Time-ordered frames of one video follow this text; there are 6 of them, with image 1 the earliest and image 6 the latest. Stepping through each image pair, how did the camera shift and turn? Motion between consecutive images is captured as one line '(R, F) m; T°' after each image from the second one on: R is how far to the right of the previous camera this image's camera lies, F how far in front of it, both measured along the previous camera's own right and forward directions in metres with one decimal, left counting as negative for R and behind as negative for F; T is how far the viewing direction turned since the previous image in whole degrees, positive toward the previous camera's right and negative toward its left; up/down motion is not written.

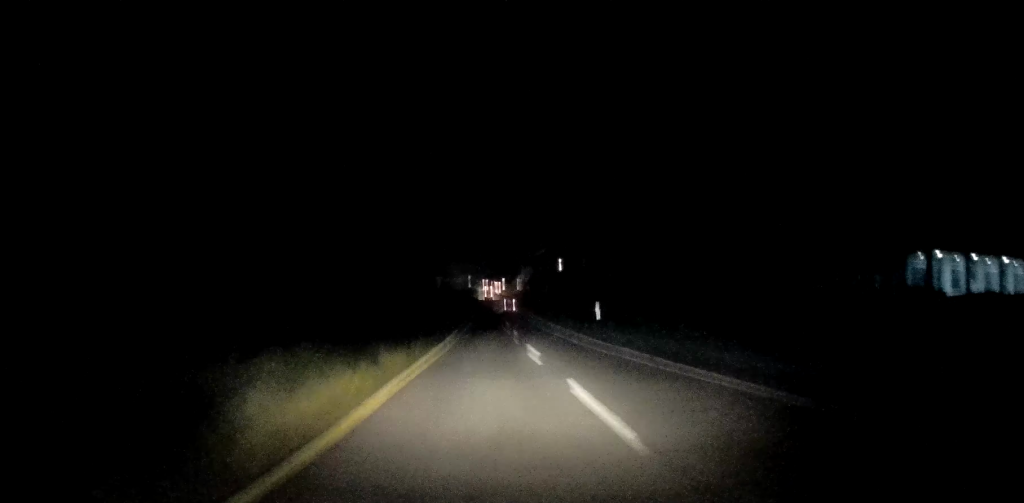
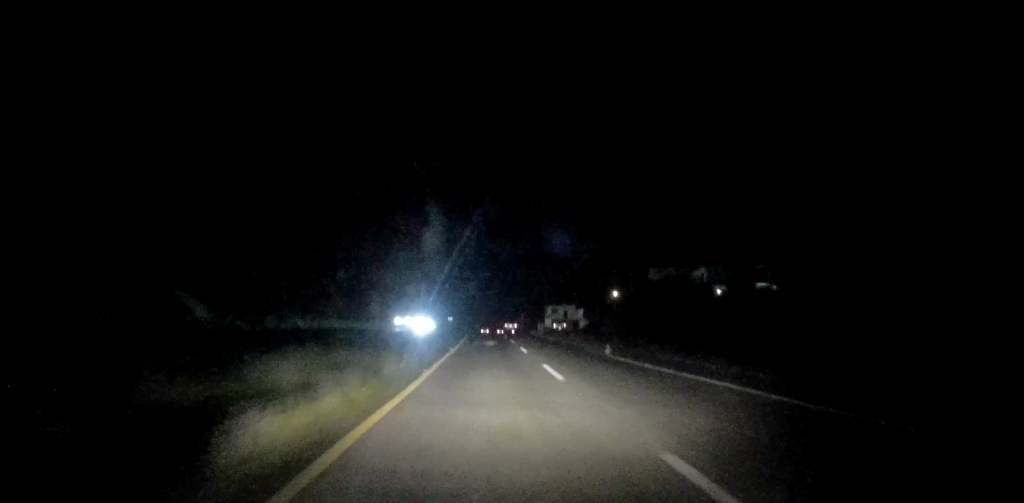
(+1.2, +110.0) m; +1°
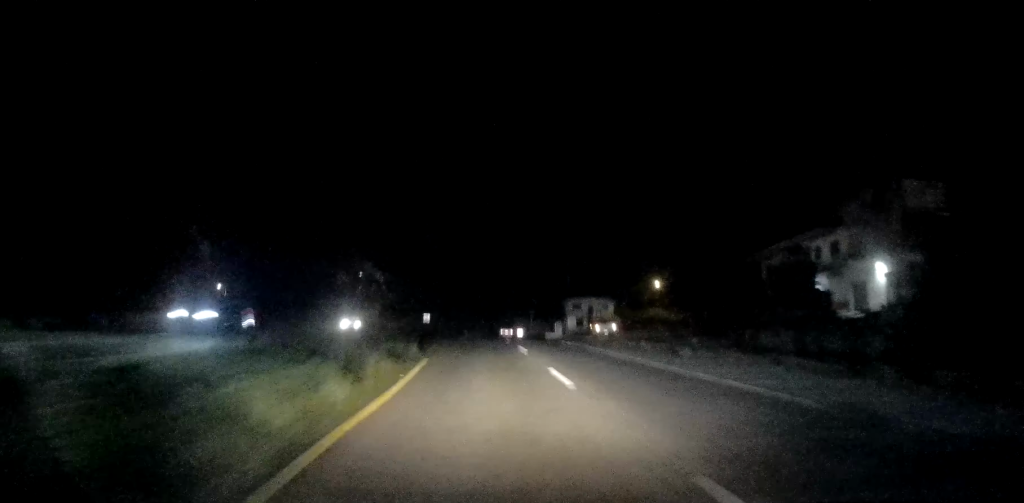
(+0.2, +37.3) m; 0°
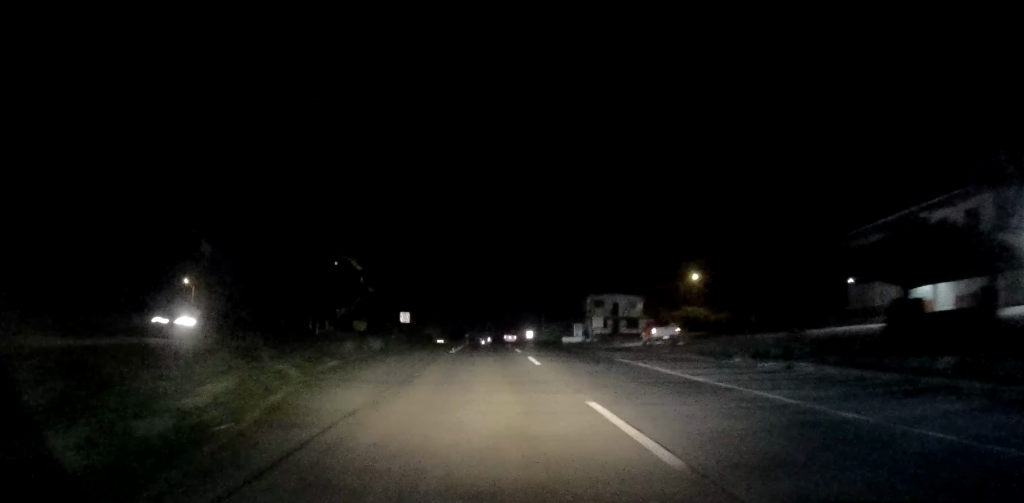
(-0.2, +18.2) m; 0°
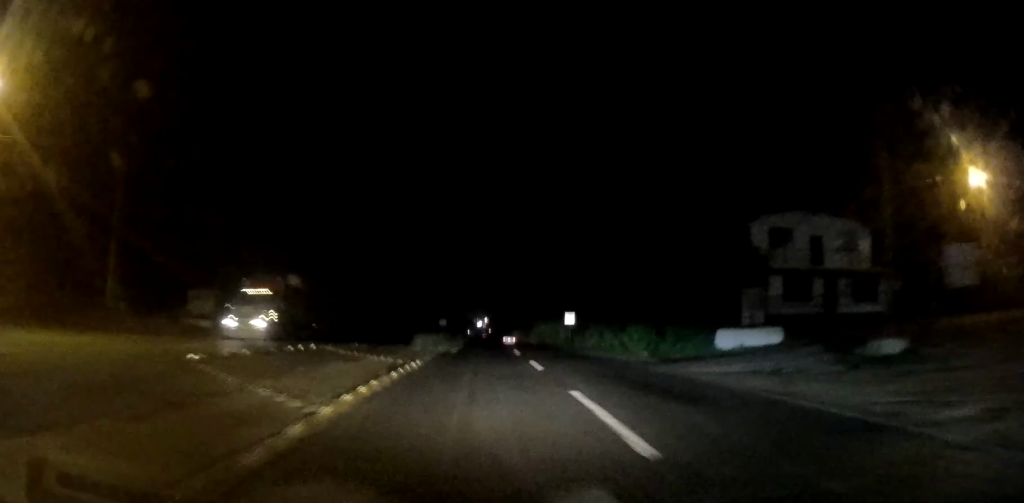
(-0.1, +60.4) m; 0°
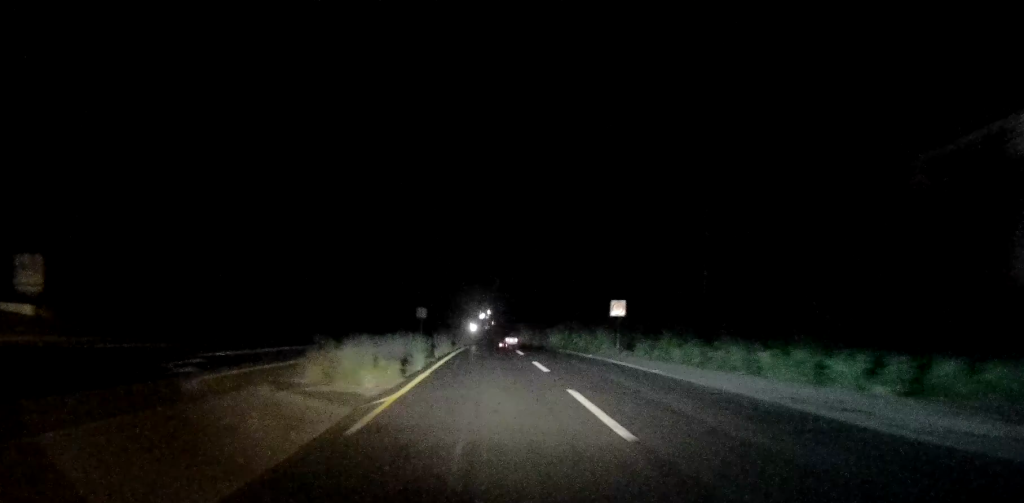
(-0.1, +21.0) m; 0°
